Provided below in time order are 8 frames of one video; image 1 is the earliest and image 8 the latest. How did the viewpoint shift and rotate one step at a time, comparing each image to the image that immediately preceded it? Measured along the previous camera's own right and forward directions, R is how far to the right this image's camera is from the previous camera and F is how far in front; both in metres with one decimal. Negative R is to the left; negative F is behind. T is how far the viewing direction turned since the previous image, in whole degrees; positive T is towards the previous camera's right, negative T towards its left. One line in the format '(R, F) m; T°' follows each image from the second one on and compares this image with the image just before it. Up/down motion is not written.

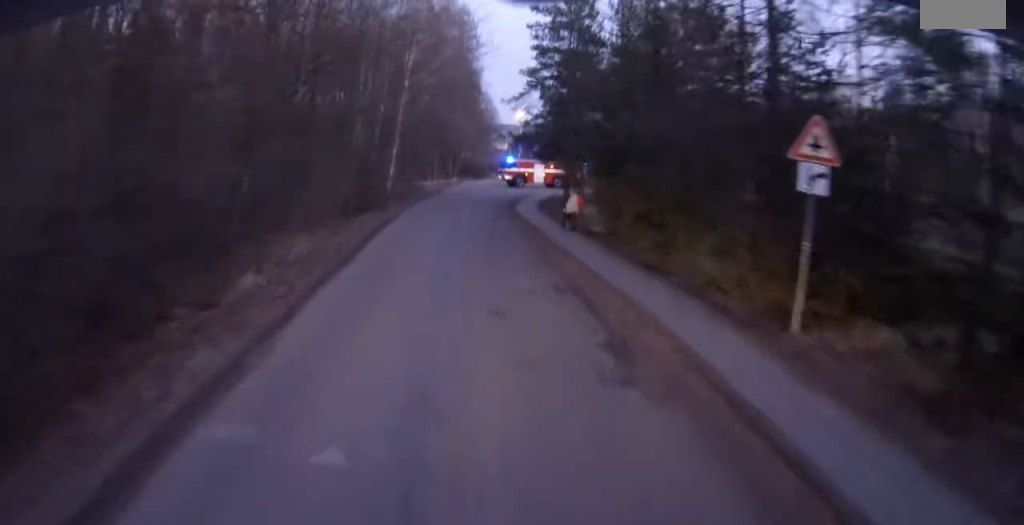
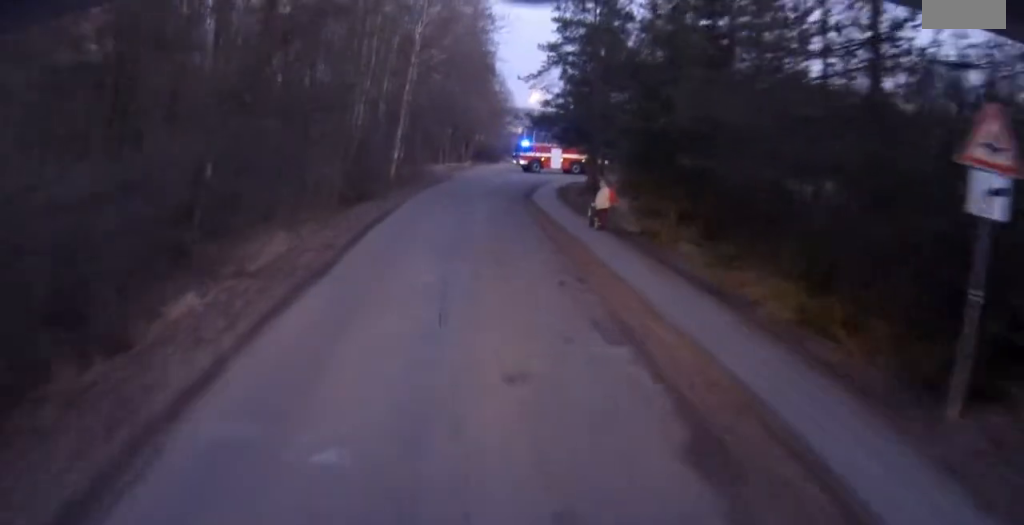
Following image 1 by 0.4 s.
(-0.3, +4.5) m; -2°
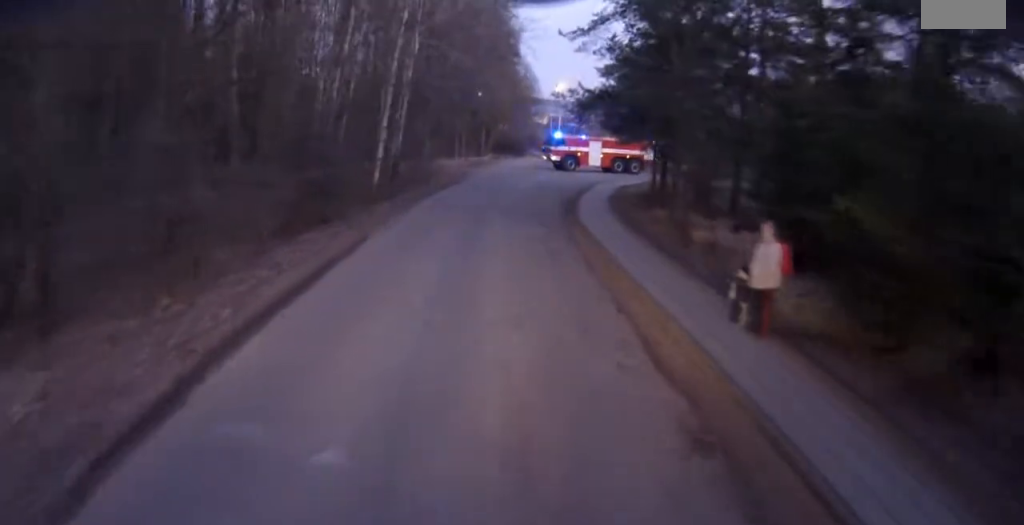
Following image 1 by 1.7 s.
(-0.1, +12.9) m; +3°
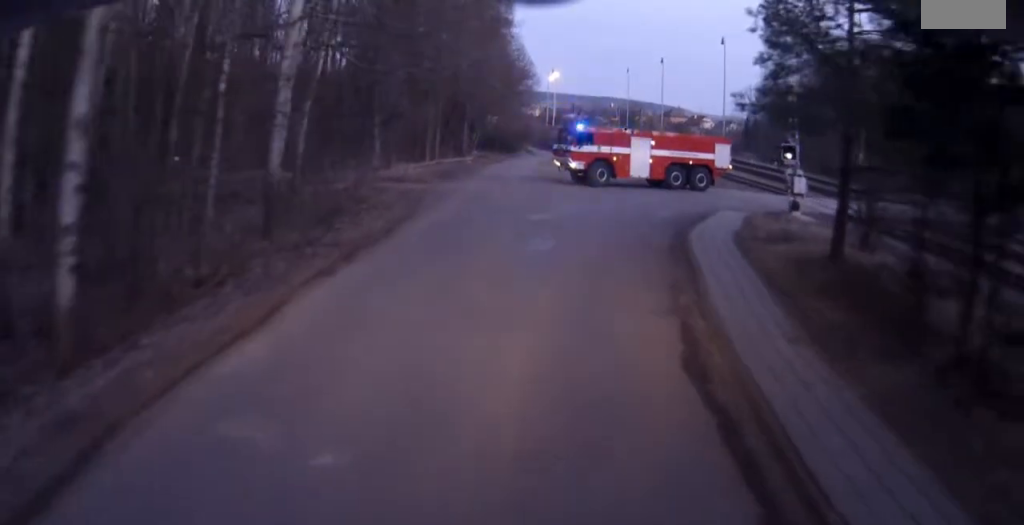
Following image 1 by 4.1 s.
(+2.1, +20.6) m; +16°
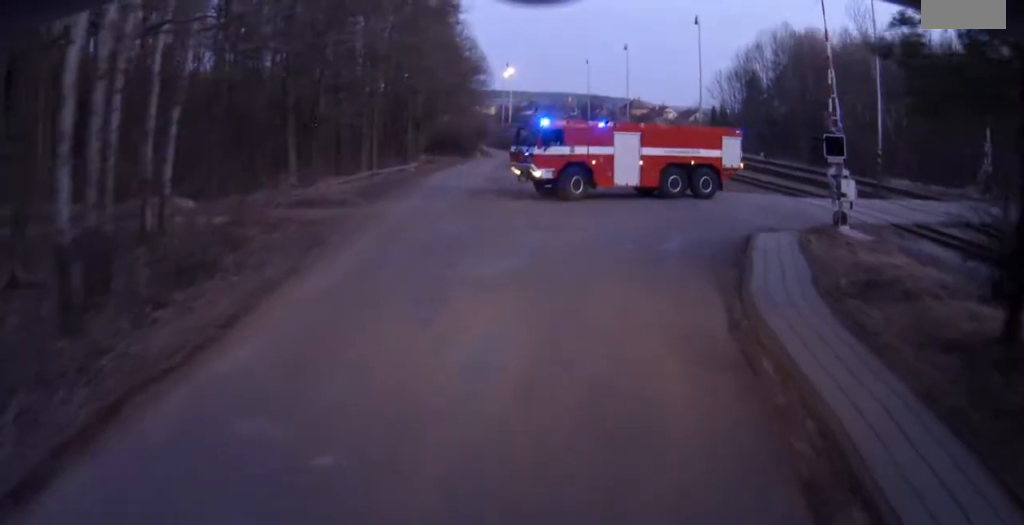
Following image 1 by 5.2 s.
(+1.2, +8.6) m; +11°
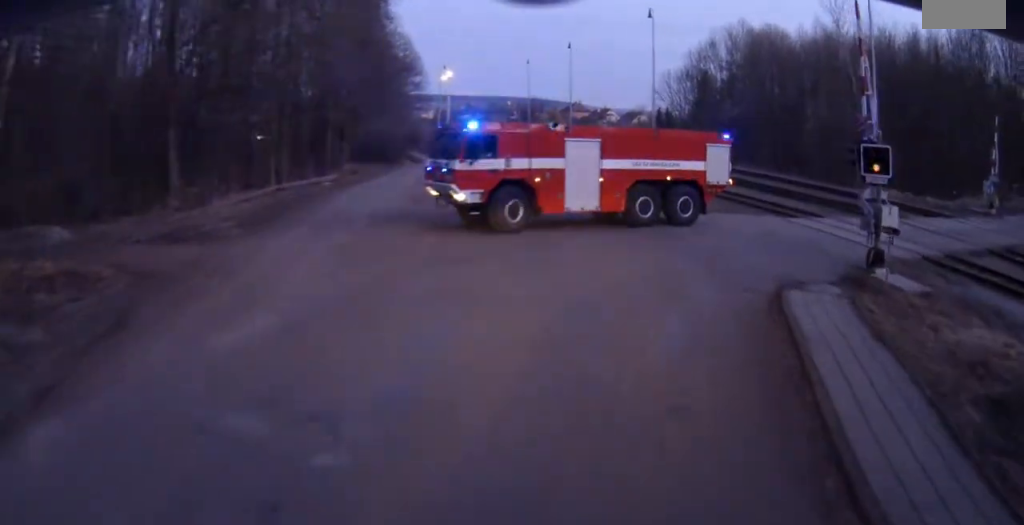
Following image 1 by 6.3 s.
(+0.1, +6.6) m; -5°
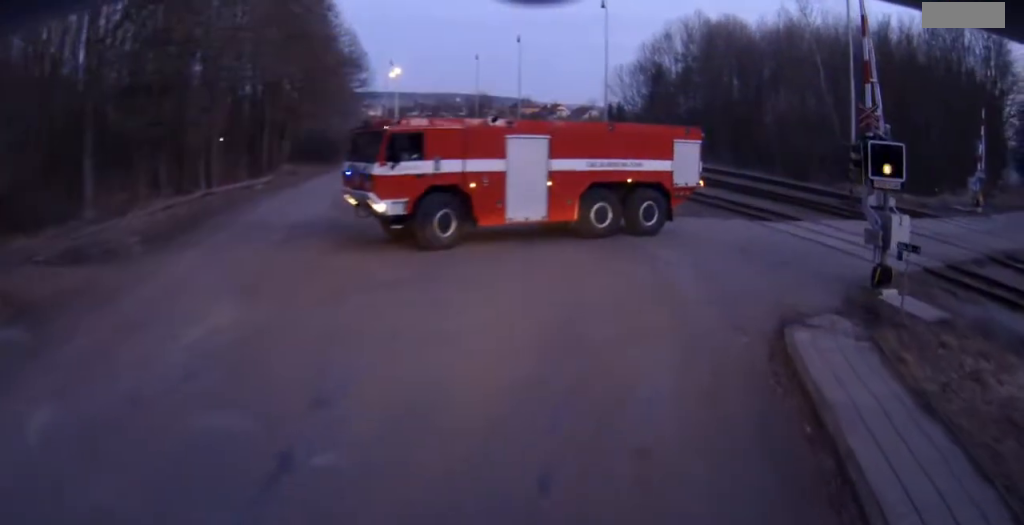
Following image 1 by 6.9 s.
(-0.1, +2.9) m; -1°
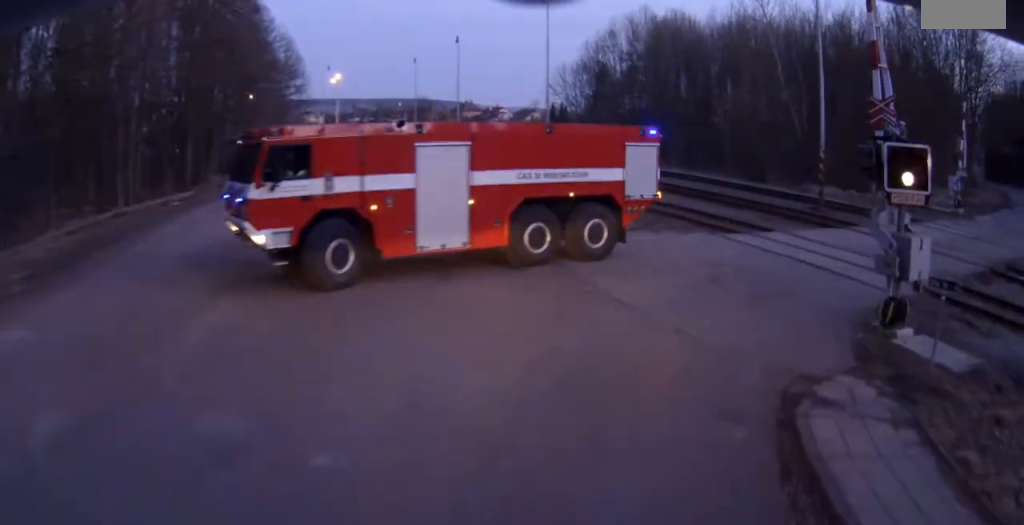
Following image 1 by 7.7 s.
(-0.4, +3.2) m; +6°
